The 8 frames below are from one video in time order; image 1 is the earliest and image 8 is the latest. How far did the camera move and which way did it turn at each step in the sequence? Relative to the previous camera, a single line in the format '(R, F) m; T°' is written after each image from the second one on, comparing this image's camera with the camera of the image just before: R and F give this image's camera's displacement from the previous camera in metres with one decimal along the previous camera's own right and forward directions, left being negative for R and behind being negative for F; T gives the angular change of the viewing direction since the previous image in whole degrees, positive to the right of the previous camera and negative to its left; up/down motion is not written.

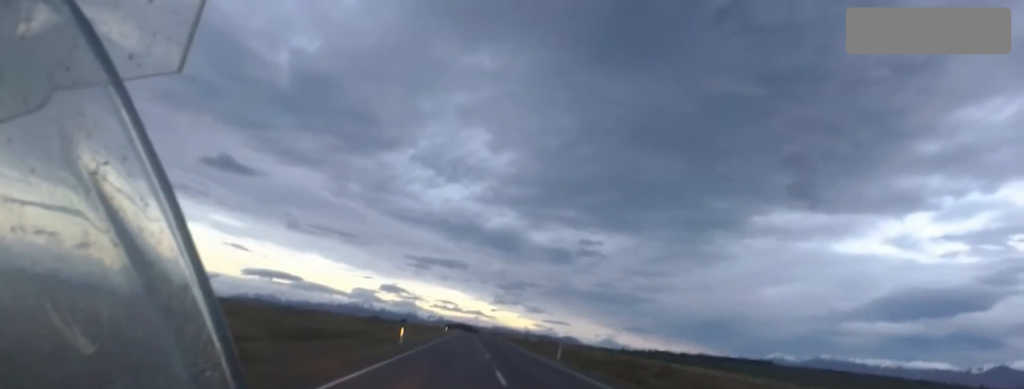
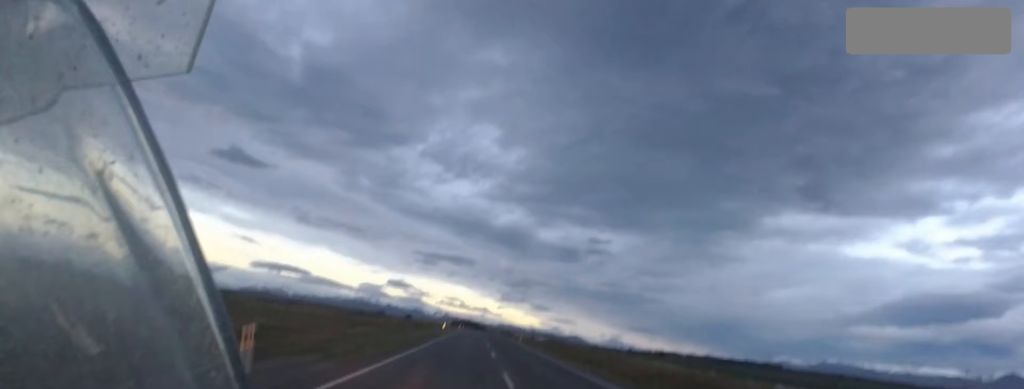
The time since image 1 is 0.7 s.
(0.0, +20.2) m; 0°
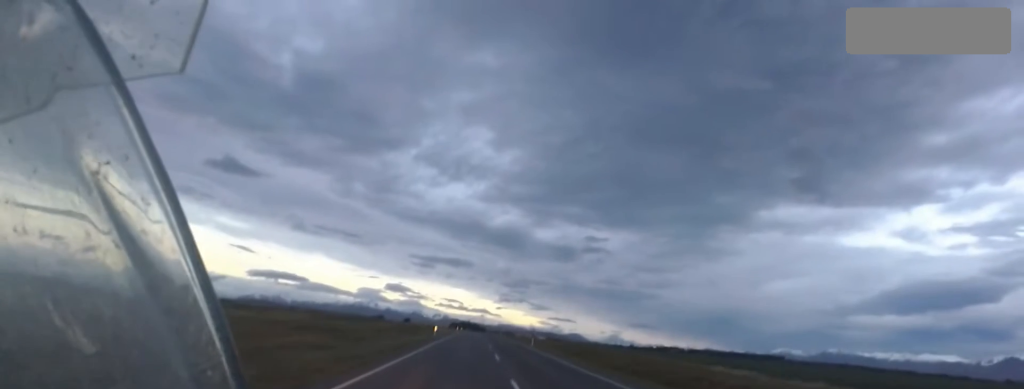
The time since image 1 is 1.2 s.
(0.0, +11.9) m; 0°
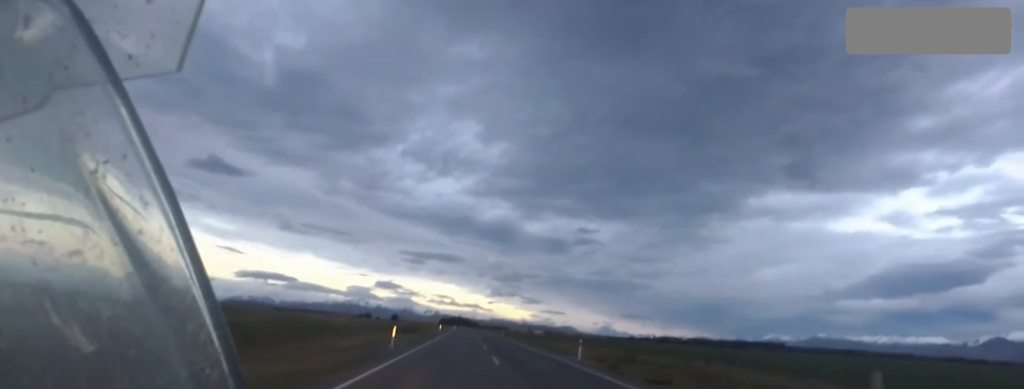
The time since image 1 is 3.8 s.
(+0.2, +72.3) m; 0°
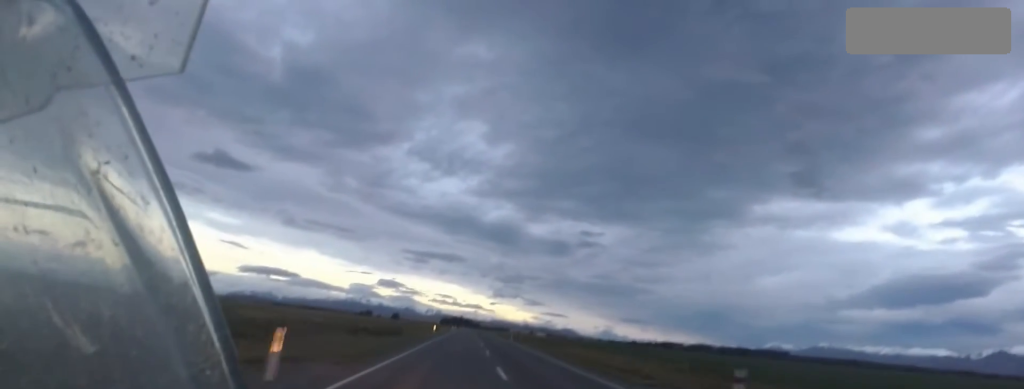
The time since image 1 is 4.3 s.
(0.0, +14.4) m; 0°
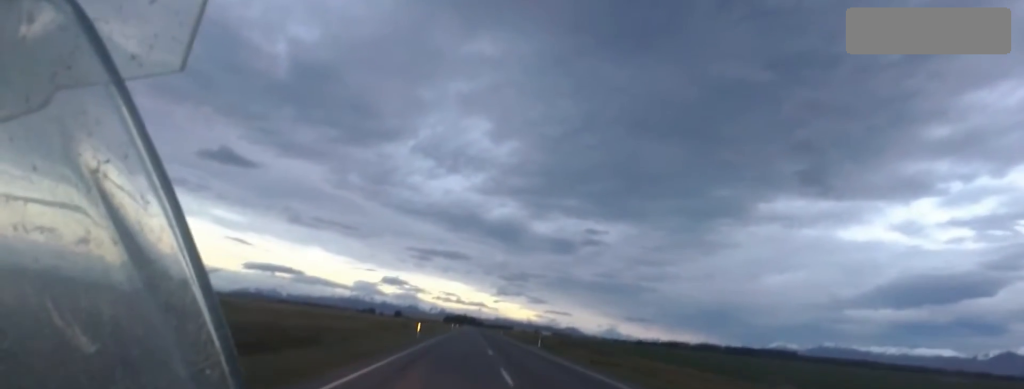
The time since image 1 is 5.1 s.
(0.0, +22.4) m; +1°
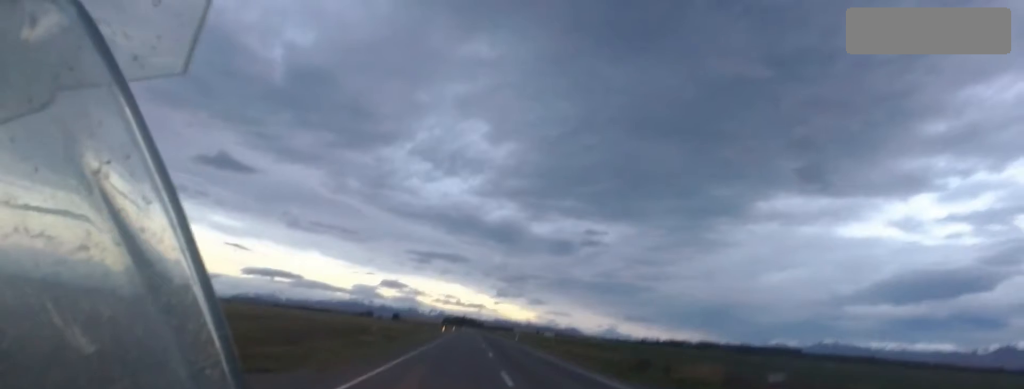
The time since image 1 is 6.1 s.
(+0.5, +31.7) m; 0°
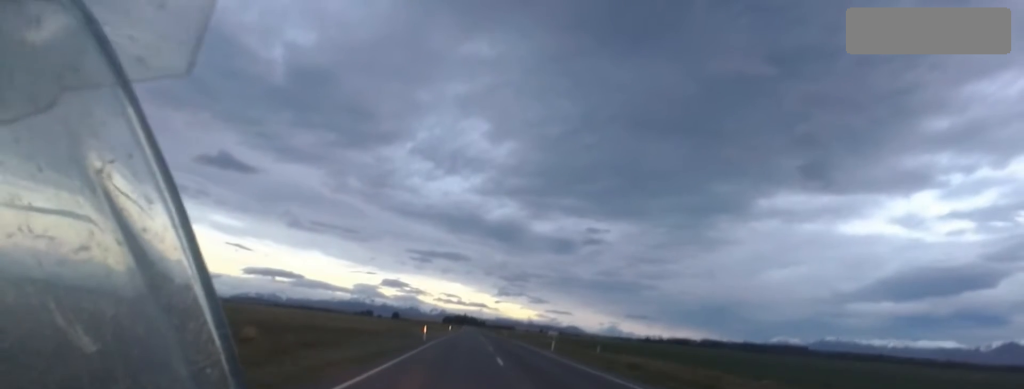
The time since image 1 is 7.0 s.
(-0.6, +26.0) m; -1°
